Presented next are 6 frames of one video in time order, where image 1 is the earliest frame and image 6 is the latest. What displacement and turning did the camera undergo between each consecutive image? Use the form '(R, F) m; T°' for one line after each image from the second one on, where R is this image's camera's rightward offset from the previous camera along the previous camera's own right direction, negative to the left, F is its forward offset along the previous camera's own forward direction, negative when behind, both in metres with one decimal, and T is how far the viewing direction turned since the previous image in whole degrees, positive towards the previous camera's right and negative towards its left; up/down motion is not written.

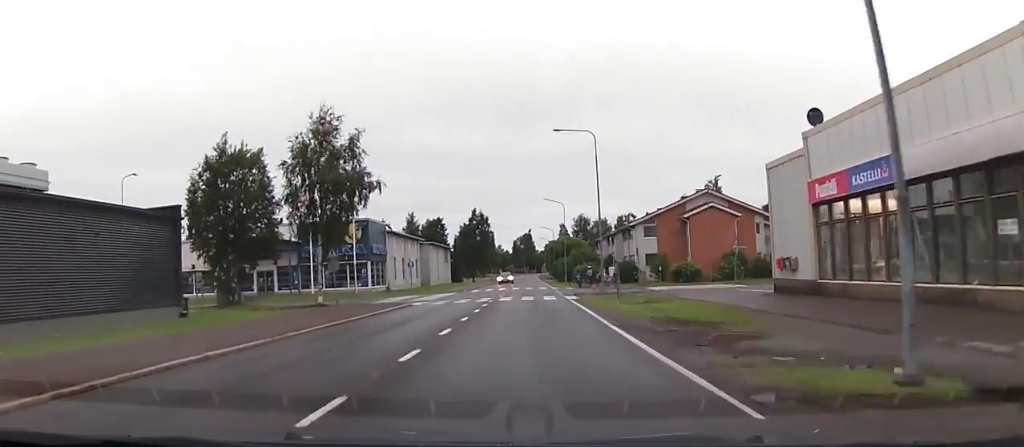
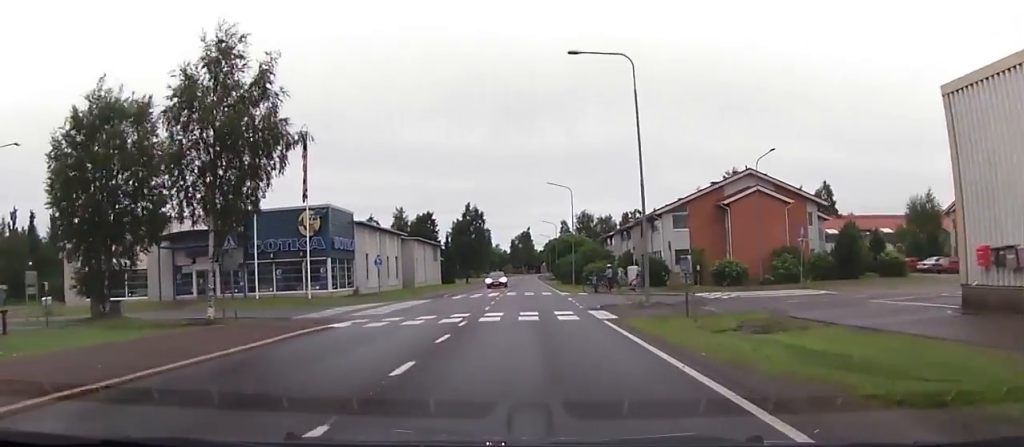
(-0.1, +12.0) m; 0°
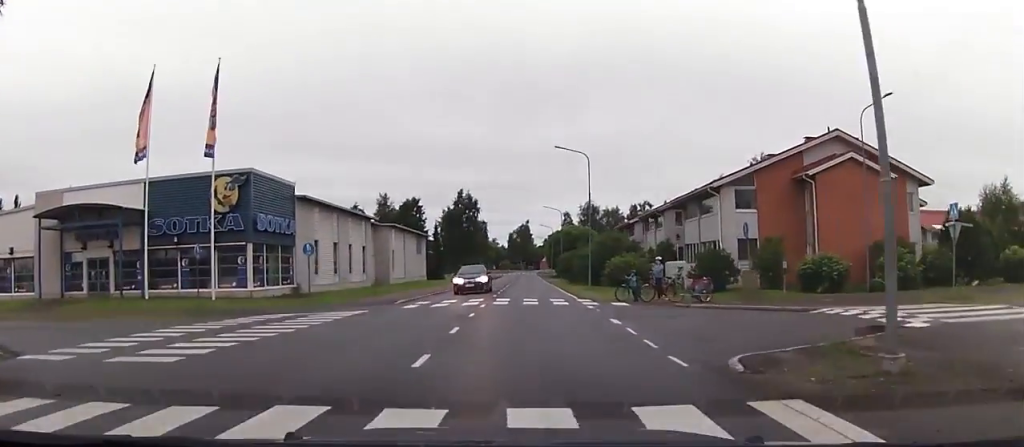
(0.0, +15.2) m; 0°
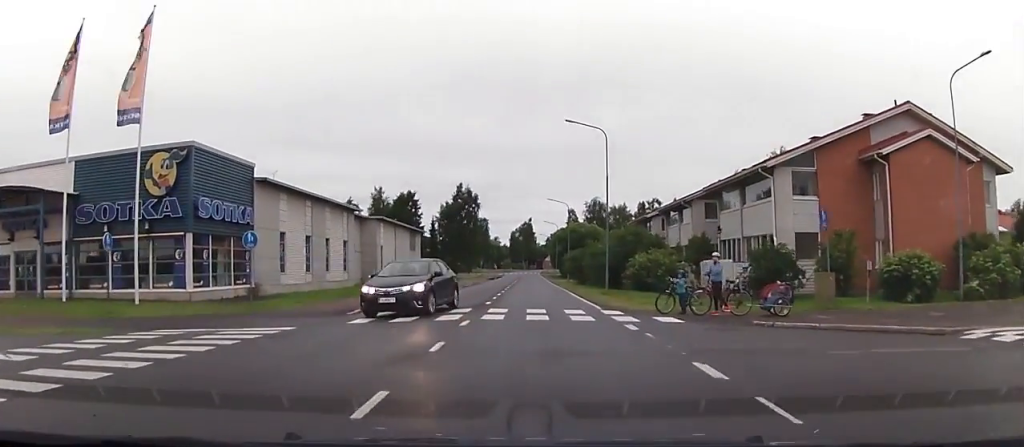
(0.0, +11.2) m; 0°
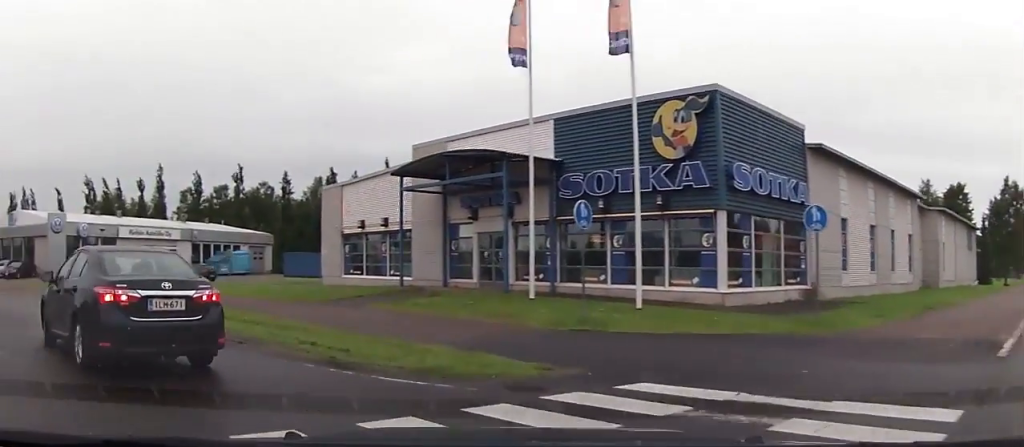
(-2.6, +11.8) m; -47°
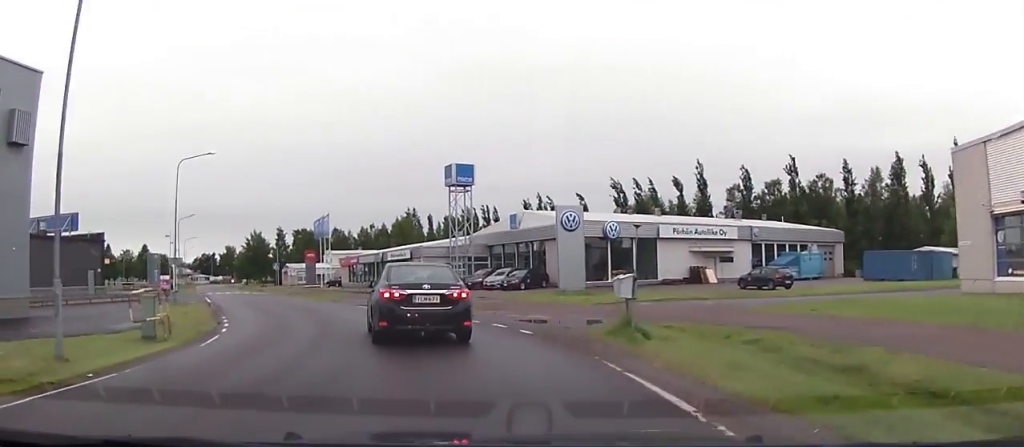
(-4.9, +9.4) m; -45°
